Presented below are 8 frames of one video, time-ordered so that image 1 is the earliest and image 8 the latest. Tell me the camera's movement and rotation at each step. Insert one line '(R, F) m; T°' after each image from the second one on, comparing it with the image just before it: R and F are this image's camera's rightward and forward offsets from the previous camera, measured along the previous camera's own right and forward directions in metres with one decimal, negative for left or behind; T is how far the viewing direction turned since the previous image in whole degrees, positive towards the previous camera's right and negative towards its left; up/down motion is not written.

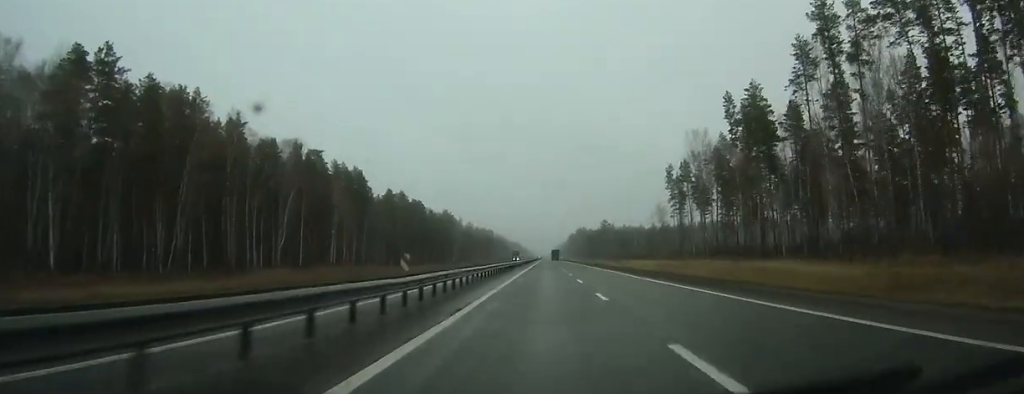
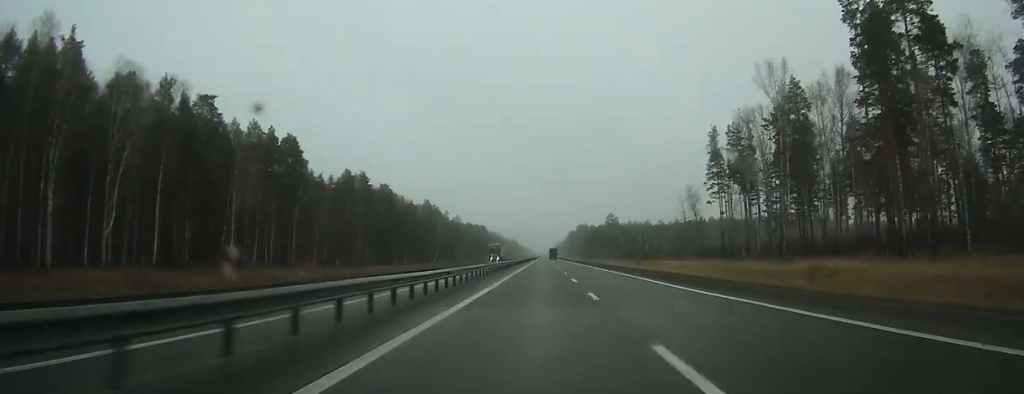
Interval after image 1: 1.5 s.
(+0.1, +48.1) m; 0°
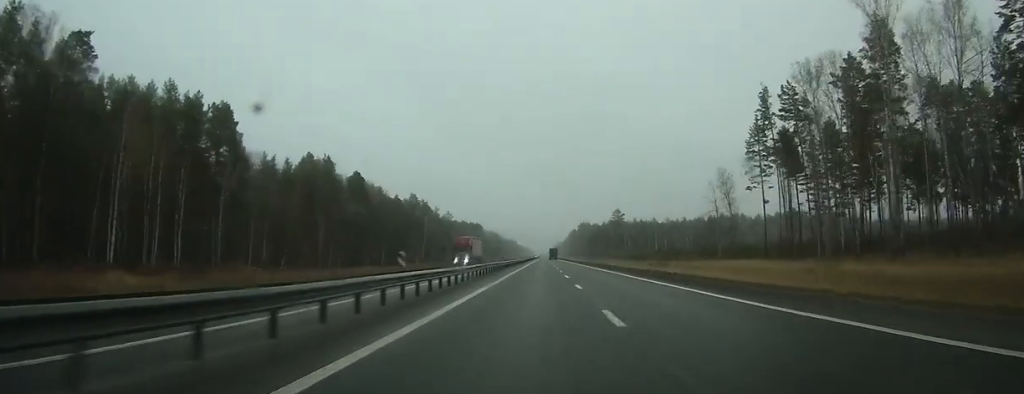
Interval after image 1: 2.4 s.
(+0.1, +30.6) m; 0°
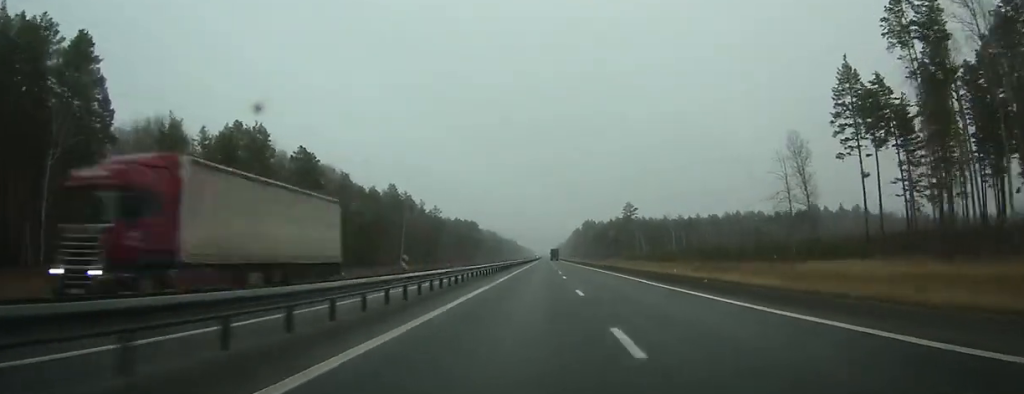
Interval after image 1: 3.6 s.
(-0.1, +39.3) m; 0°
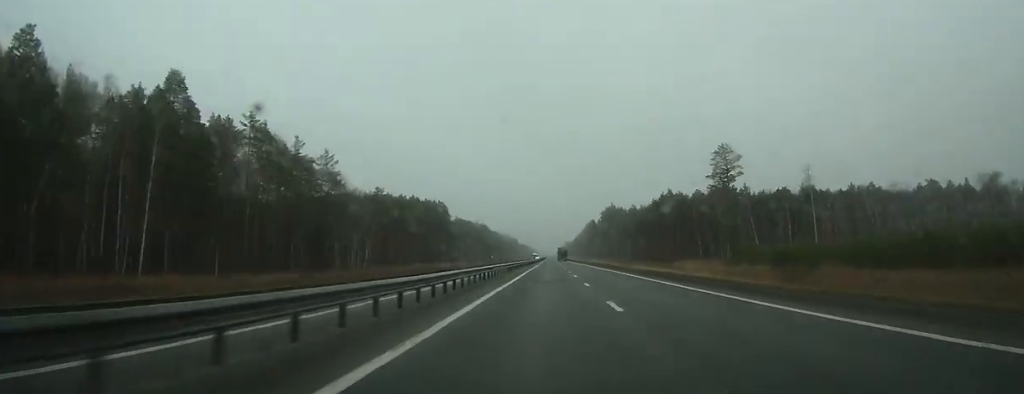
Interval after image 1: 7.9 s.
(-0.3, +141.7) m; 0°
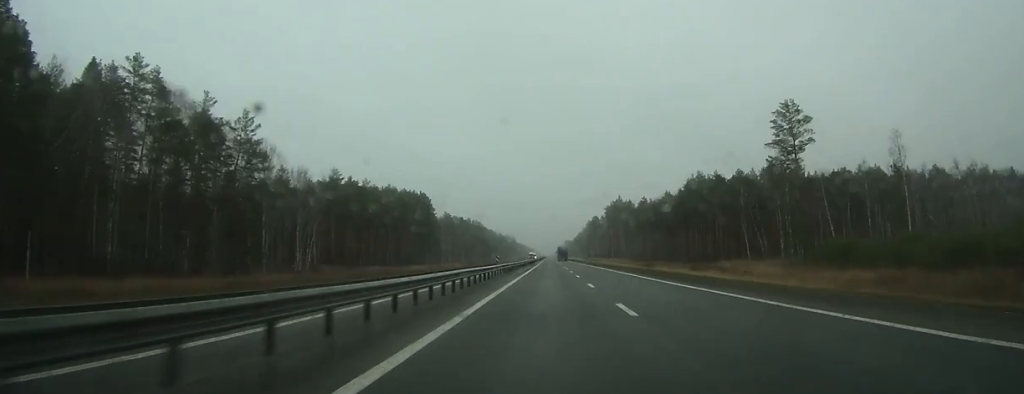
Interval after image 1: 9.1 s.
(0.0, +37.2) m; 0°
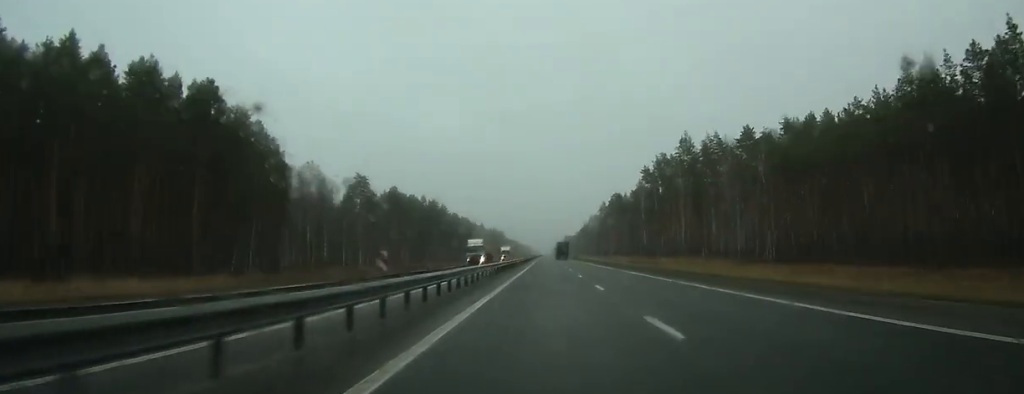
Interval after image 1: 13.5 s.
(0.0, +147.7) m; 0°
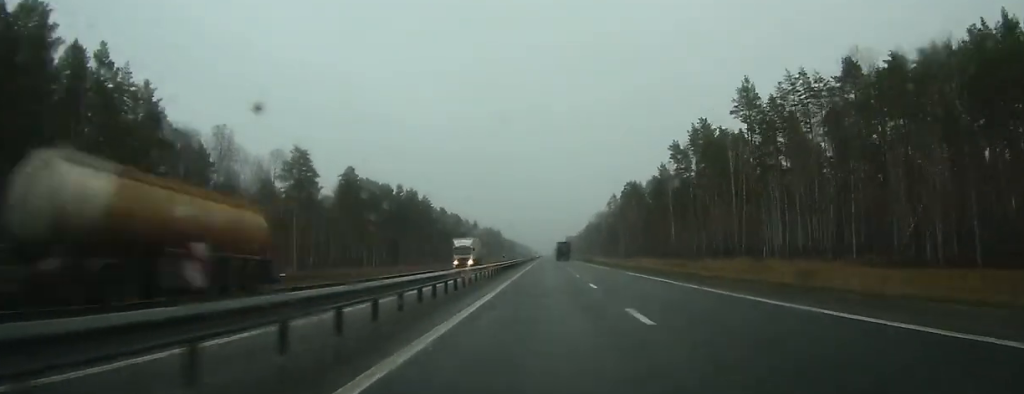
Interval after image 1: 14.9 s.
(0.0, +46.4) m; 0°
